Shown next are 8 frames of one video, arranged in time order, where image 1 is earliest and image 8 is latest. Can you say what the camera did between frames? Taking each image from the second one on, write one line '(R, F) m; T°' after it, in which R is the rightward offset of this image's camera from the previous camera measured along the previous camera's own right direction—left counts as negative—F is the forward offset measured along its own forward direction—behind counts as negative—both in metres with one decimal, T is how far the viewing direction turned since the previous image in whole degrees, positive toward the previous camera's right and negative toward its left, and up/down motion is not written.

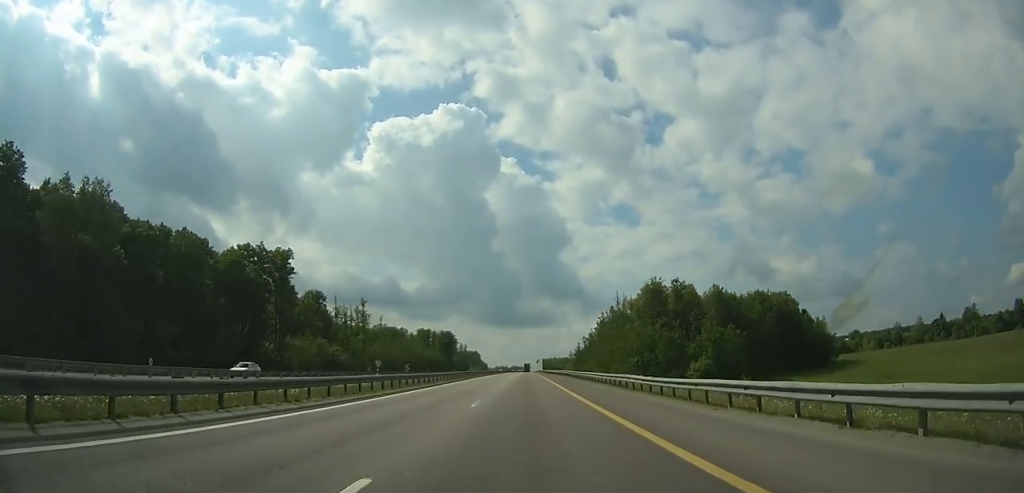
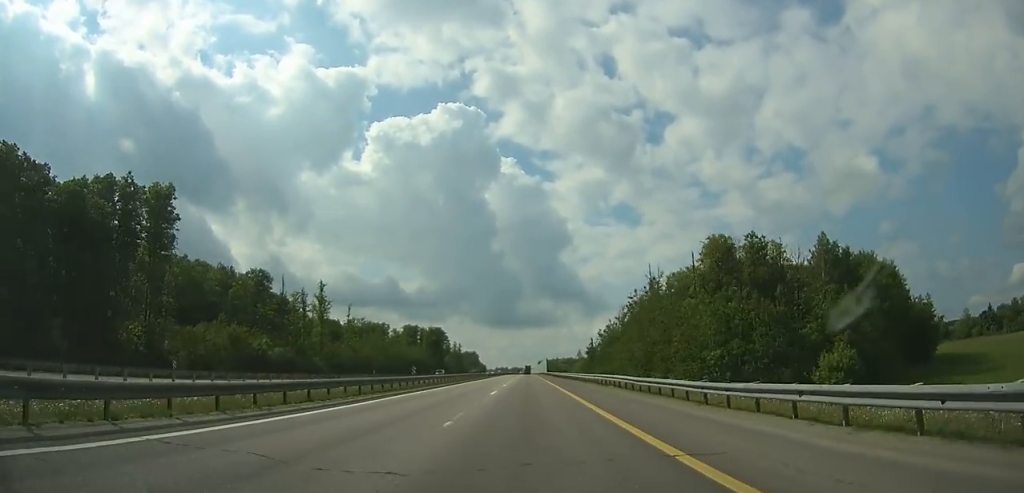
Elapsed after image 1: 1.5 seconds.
(0.0, +38.1) m; 0°
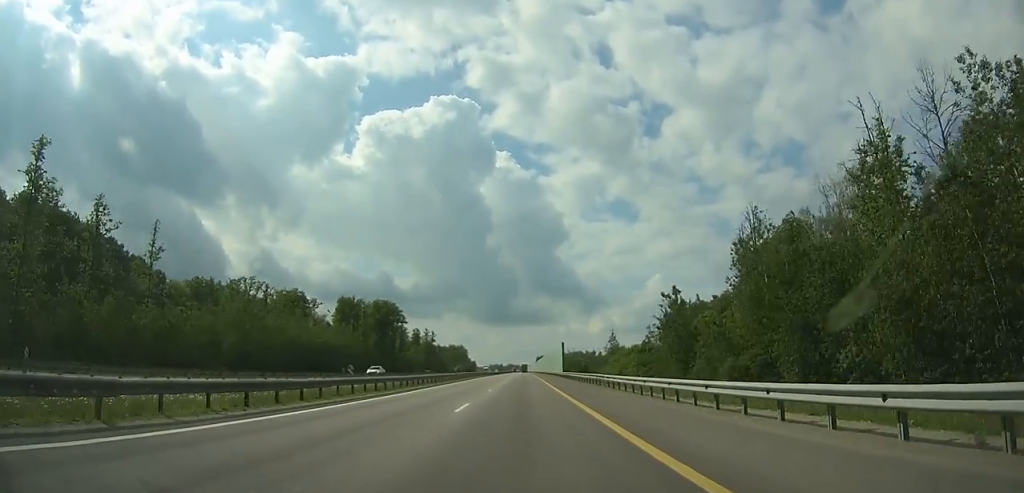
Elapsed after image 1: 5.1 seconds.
(+0.3, +91.8) m; 0°
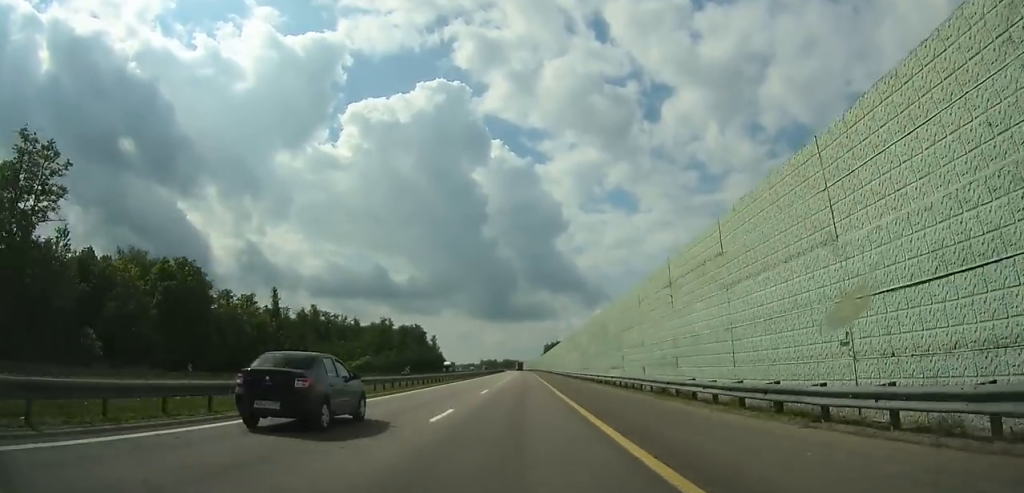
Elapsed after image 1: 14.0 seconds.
(-0.5, +227.2) m; 0°
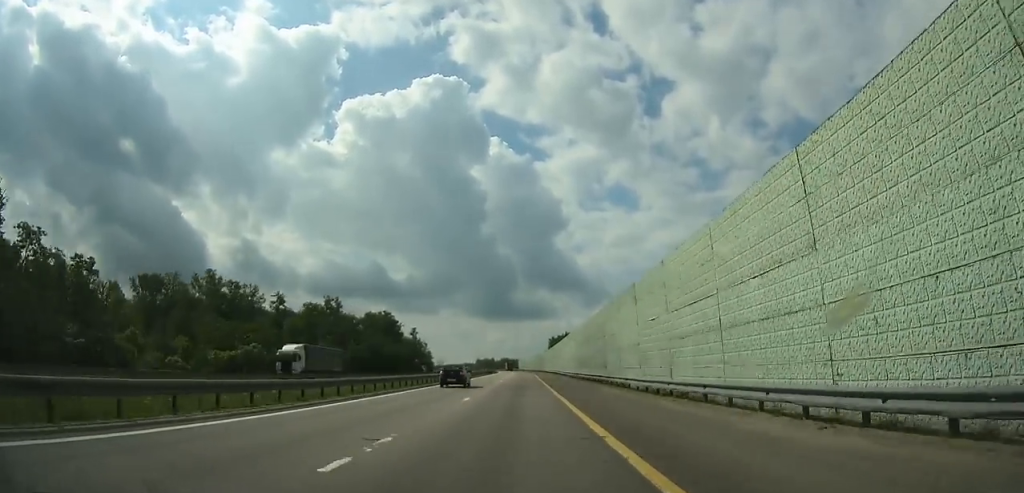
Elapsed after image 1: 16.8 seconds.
(+0.1, +71.2) m; 0°
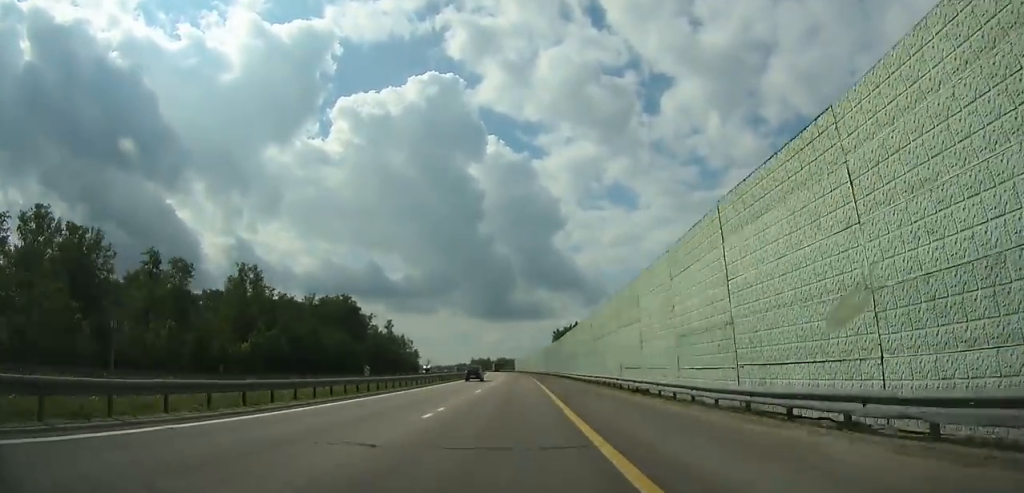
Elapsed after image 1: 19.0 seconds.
(+0.1, +55.7) m; 0°
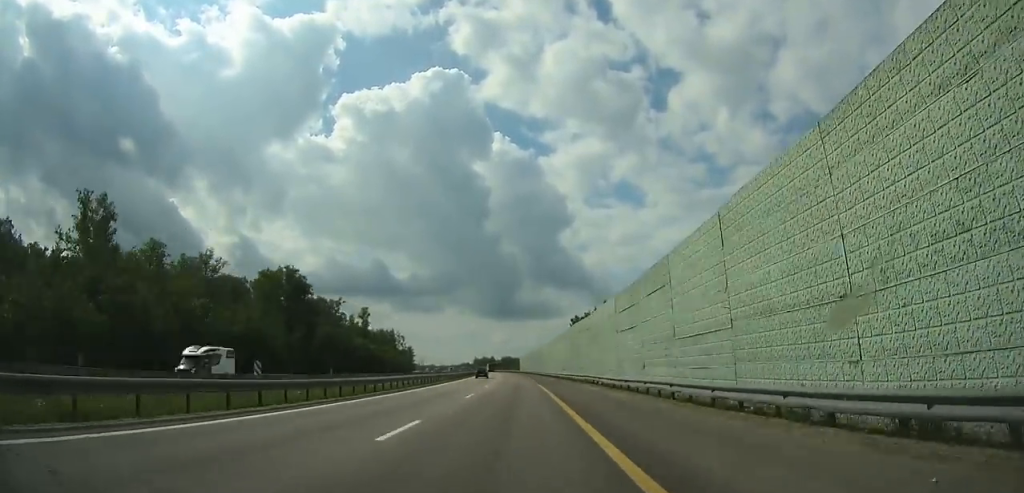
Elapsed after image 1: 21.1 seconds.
(-0.3, +52.9) m; -1°
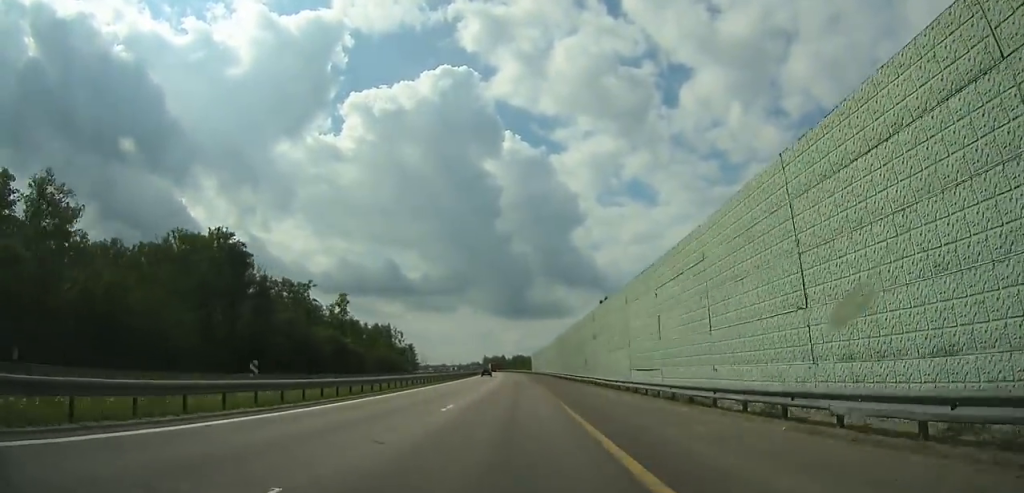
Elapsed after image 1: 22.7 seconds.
(0.0, +40.1) m; -1°
